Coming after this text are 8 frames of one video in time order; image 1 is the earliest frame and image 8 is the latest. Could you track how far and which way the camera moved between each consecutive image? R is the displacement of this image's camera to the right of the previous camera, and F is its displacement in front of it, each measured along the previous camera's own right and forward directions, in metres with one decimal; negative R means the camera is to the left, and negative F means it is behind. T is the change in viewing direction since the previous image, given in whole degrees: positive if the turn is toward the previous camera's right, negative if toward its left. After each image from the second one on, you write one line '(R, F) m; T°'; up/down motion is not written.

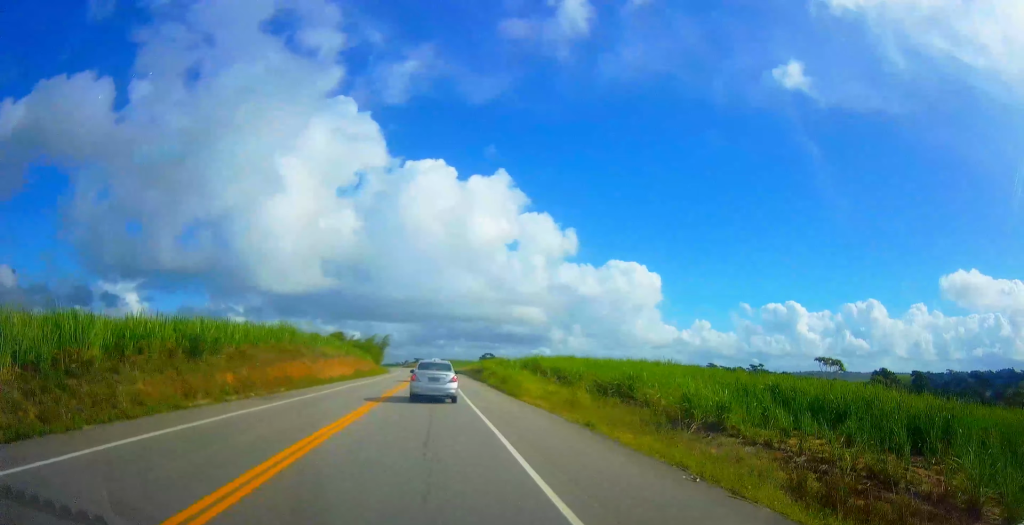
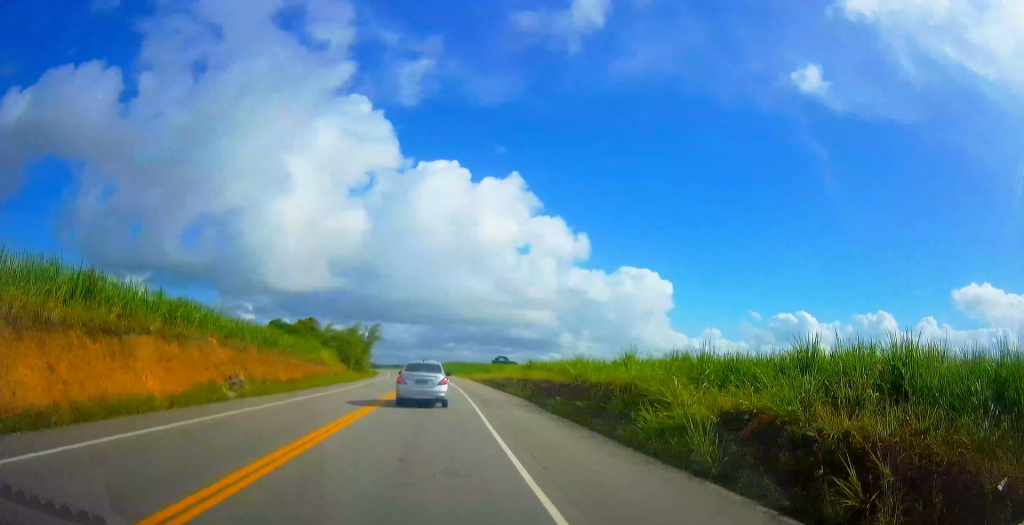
(+0.5, +42.4) m; 0°
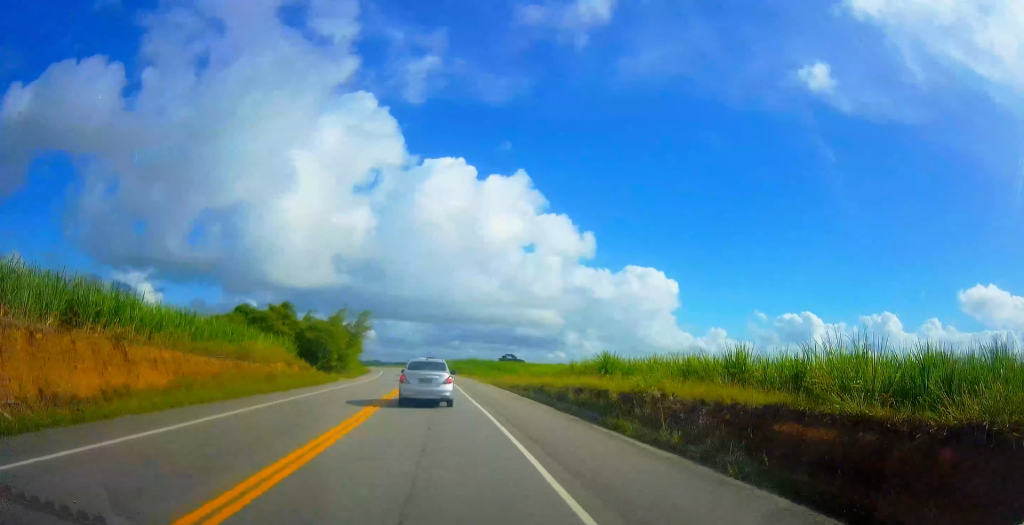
(-0.2, +21.7) m; -1°
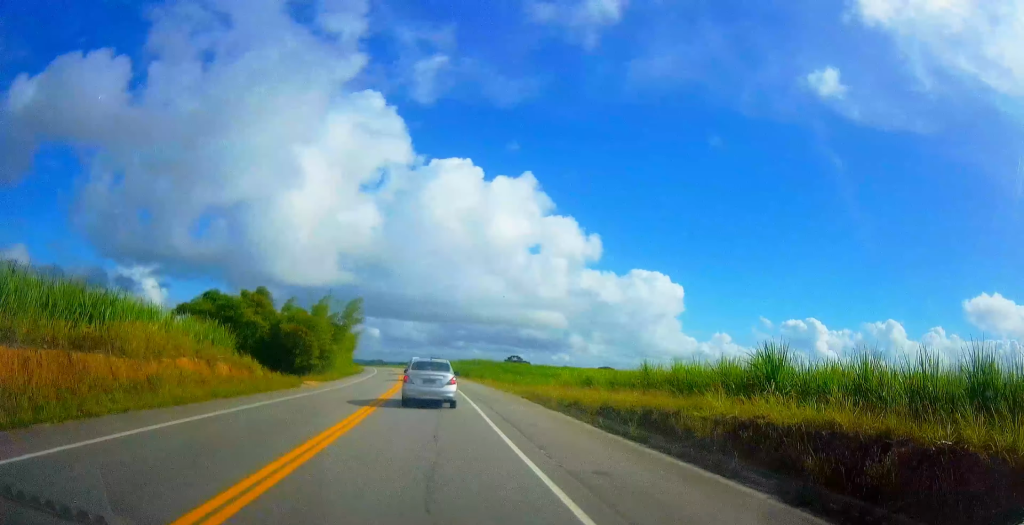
(0.0, +14.6) m; 0°
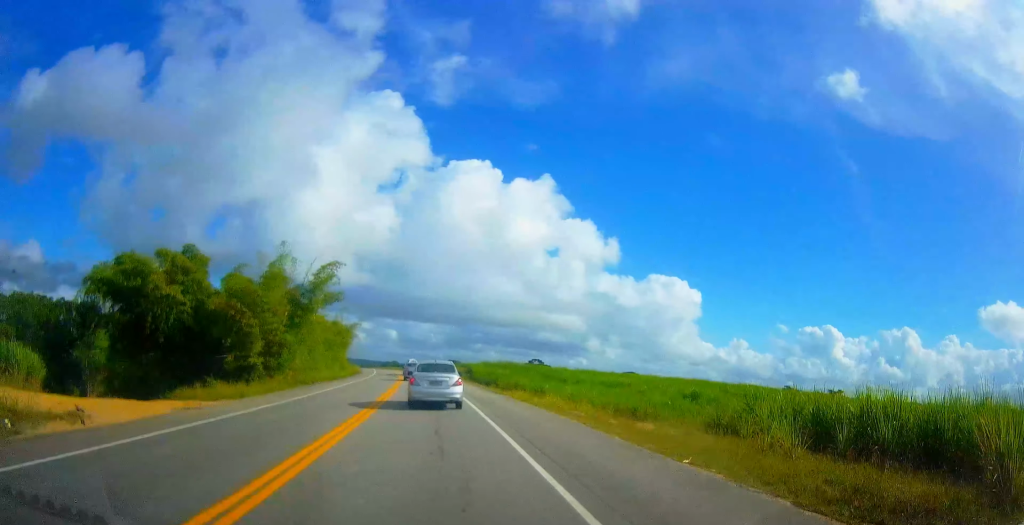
(0.0, +26.4) m; -1°
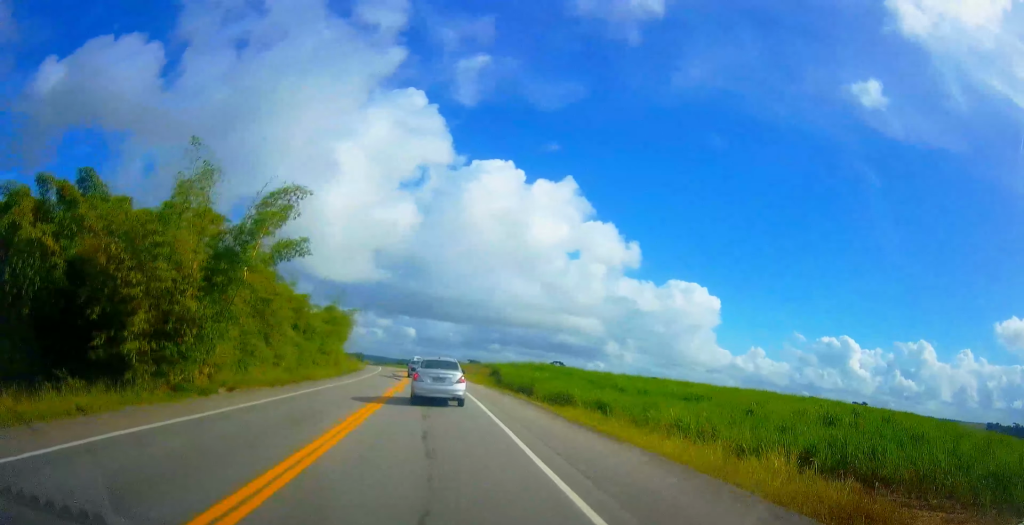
(-0.3, +18.5) m; -1°
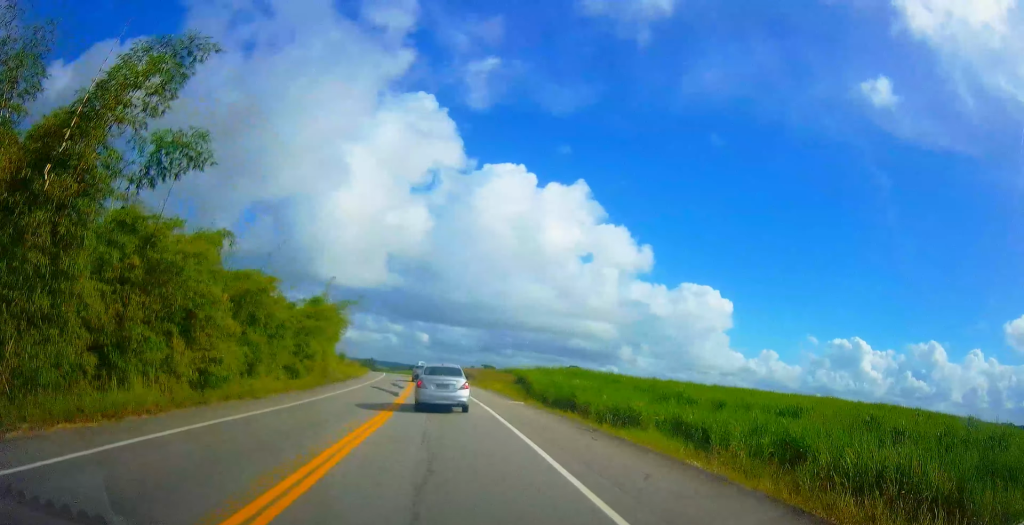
(-0.1, +14.3) m; -1°
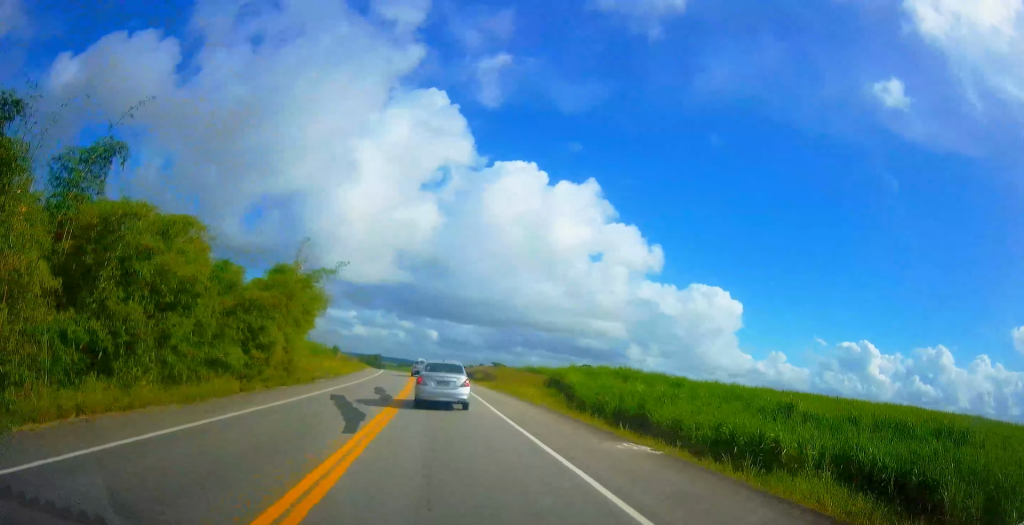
(0.0, +16.0) m; -1°
